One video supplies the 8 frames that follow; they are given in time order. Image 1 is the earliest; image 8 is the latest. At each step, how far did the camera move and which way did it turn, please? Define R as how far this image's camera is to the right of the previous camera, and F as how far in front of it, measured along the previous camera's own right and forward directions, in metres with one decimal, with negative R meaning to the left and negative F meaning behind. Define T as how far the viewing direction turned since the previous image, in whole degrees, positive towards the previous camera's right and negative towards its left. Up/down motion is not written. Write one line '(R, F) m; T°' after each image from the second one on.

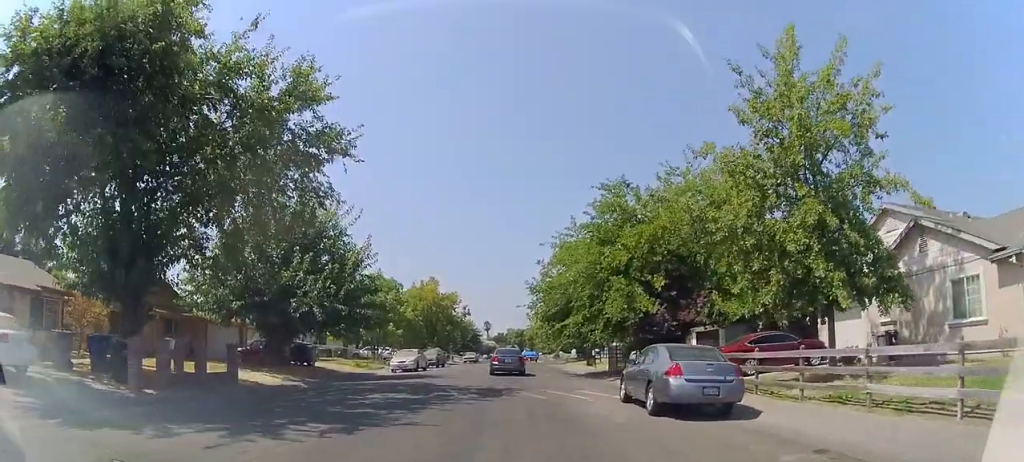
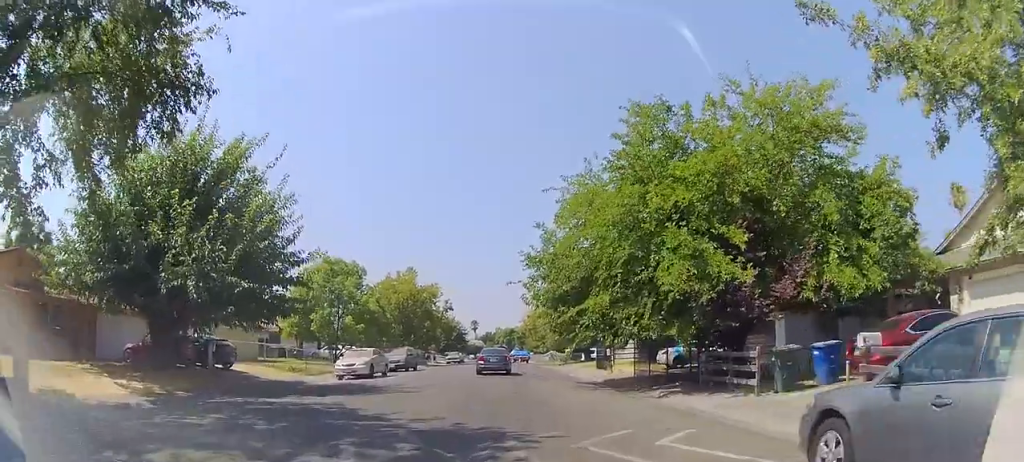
(-0.4, +9.7) m; -3°
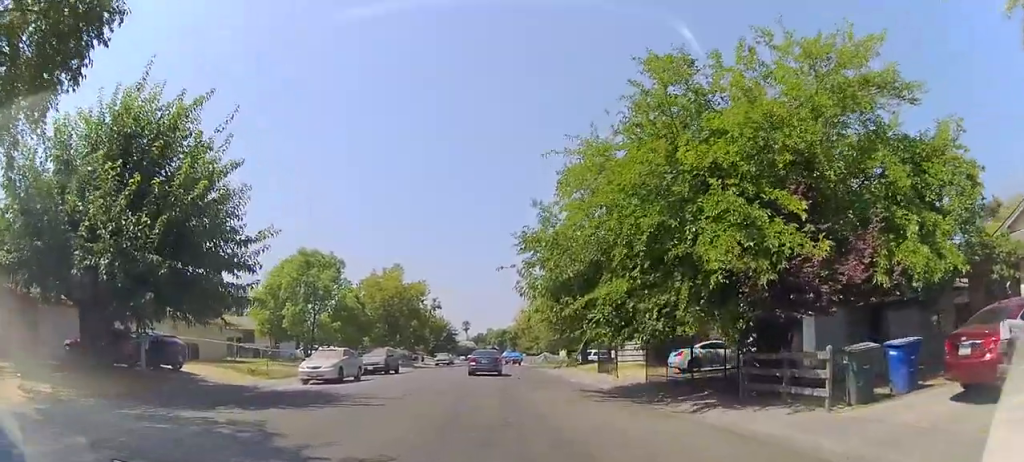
(-0.1, +4.0) m; +2°
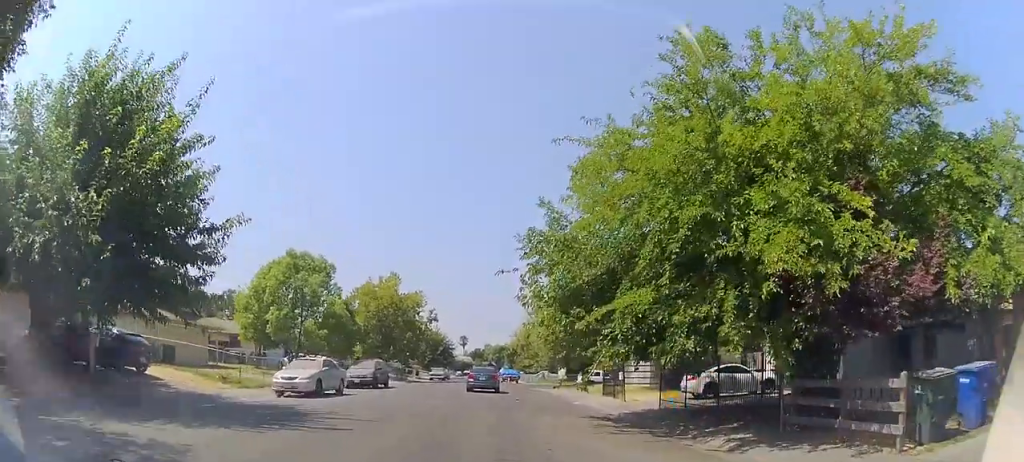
(+0.2, +2.5) m; +3°
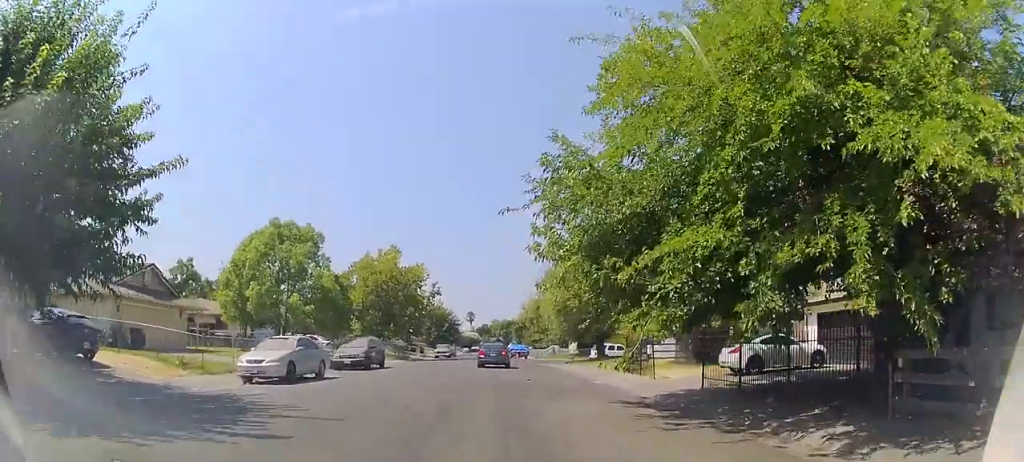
(+0.1, +3.6) m; +1°
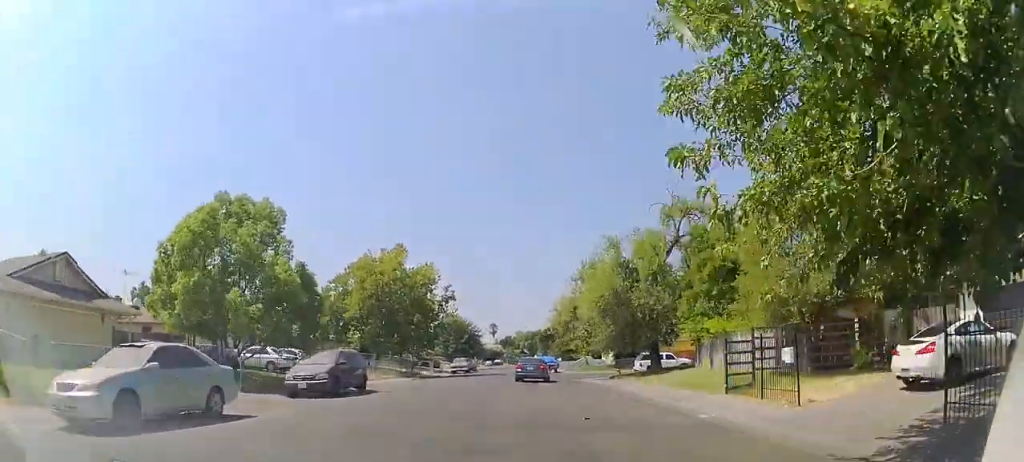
(-0.3, +8.2) m; -4°
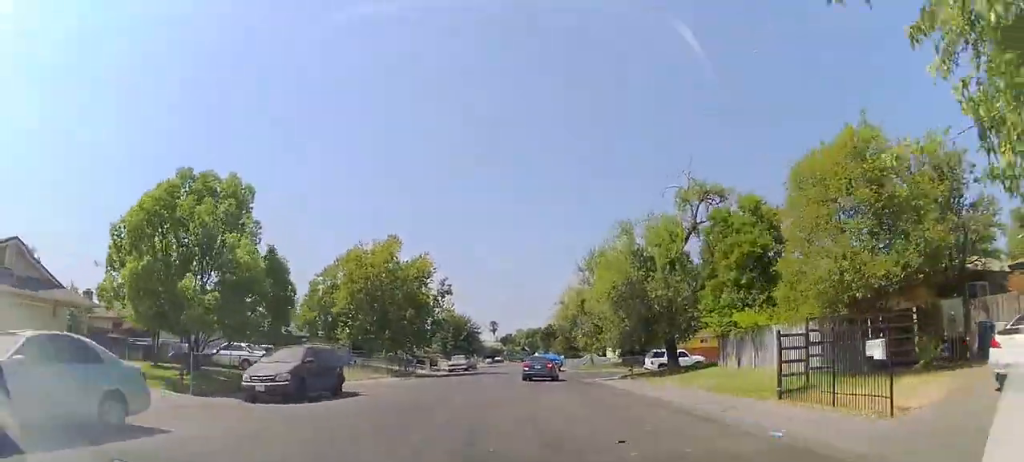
(0.0, +3.0) m; -1°
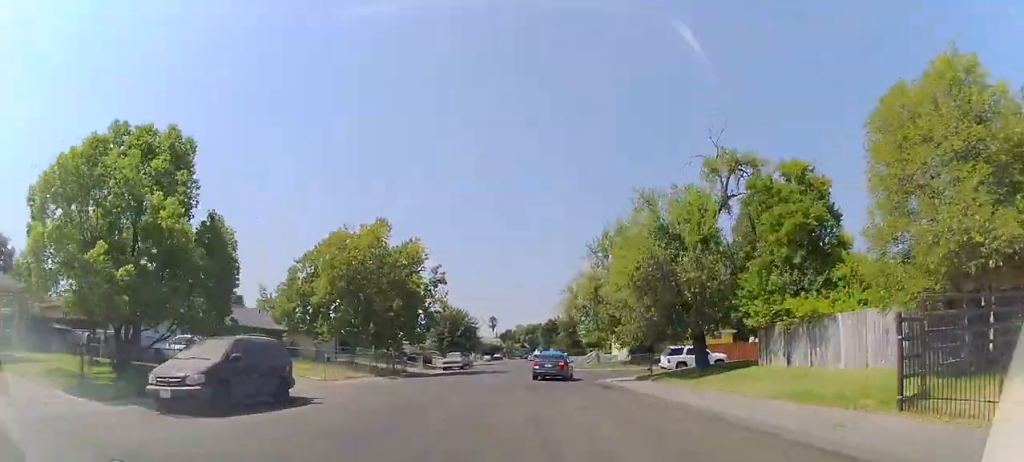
(0.0, +4.3) m; -1°
